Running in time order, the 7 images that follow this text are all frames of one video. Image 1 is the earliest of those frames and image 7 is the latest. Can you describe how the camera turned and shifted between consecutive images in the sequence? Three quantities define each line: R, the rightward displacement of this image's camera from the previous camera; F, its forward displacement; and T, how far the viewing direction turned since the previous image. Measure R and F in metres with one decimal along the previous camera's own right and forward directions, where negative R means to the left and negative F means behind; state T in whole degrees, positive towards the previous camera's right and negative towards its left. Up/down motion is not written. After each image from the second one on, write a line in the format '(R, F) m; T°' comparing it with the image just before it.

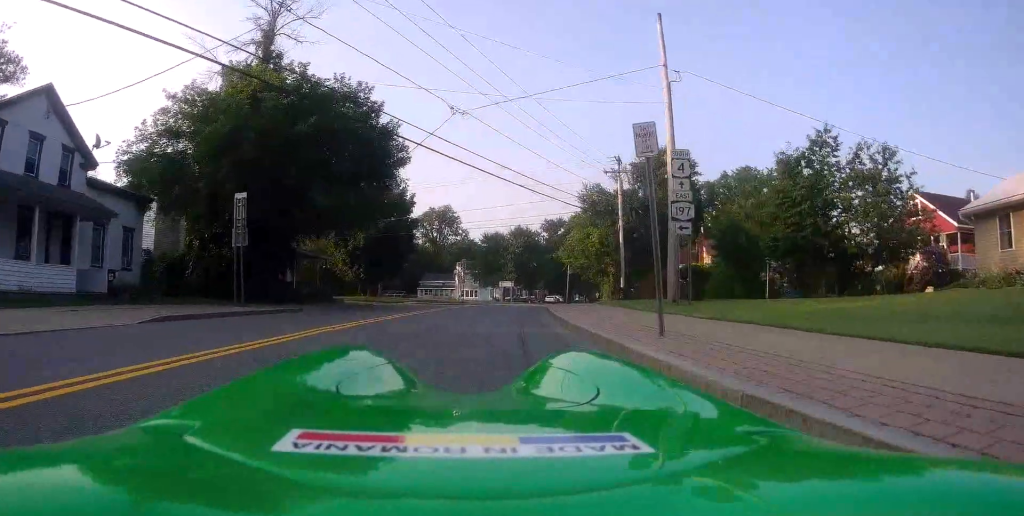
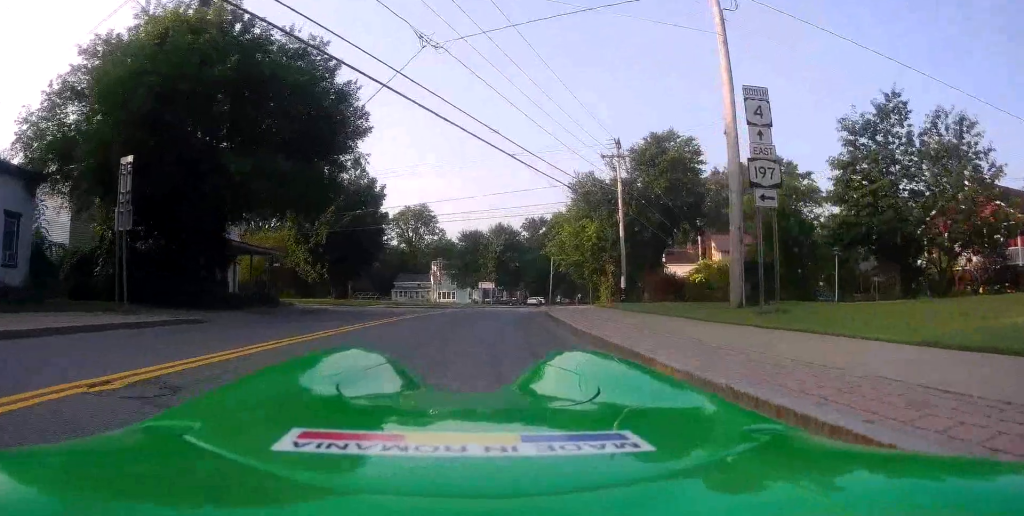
(+0.2, +6.7) m; +2°
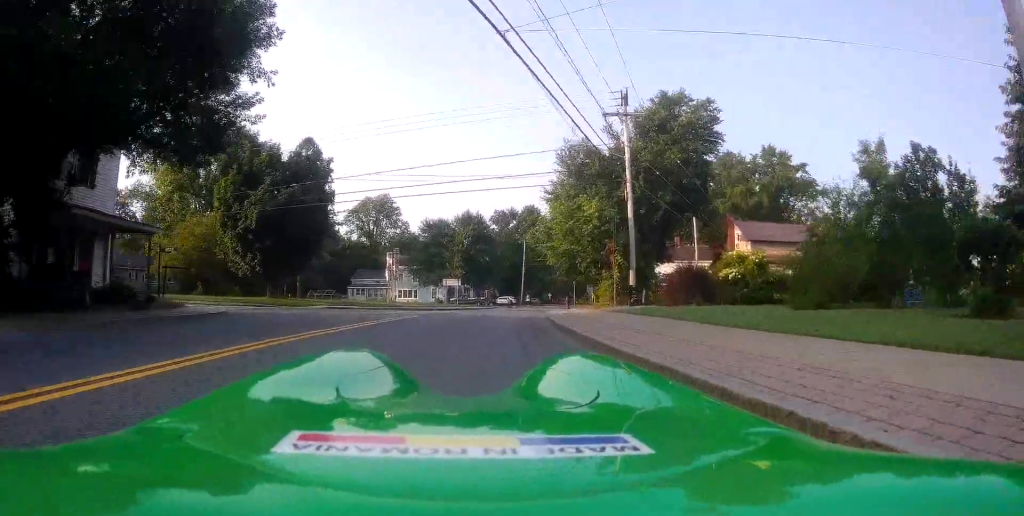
(+0.1, +9.5) m; +3°
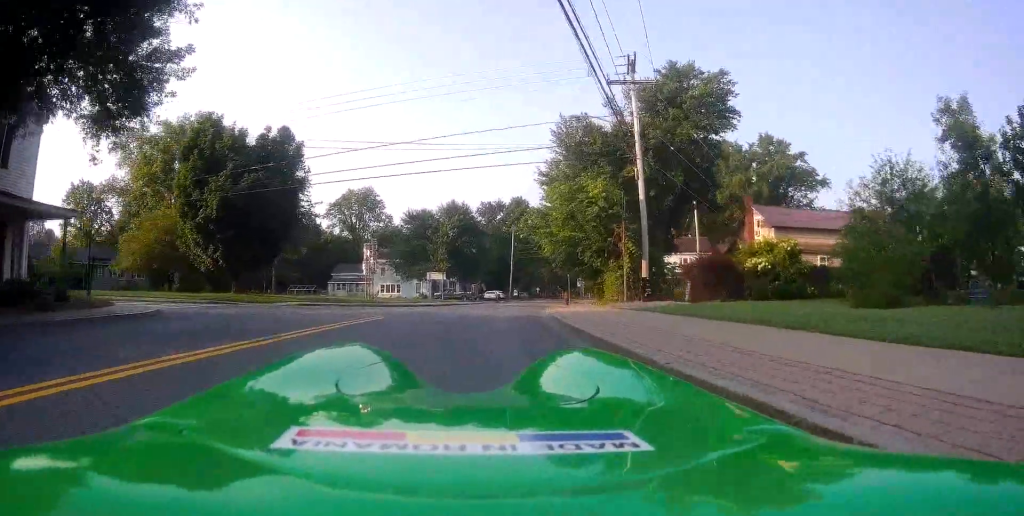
(0.0, +4.5) m; +2°
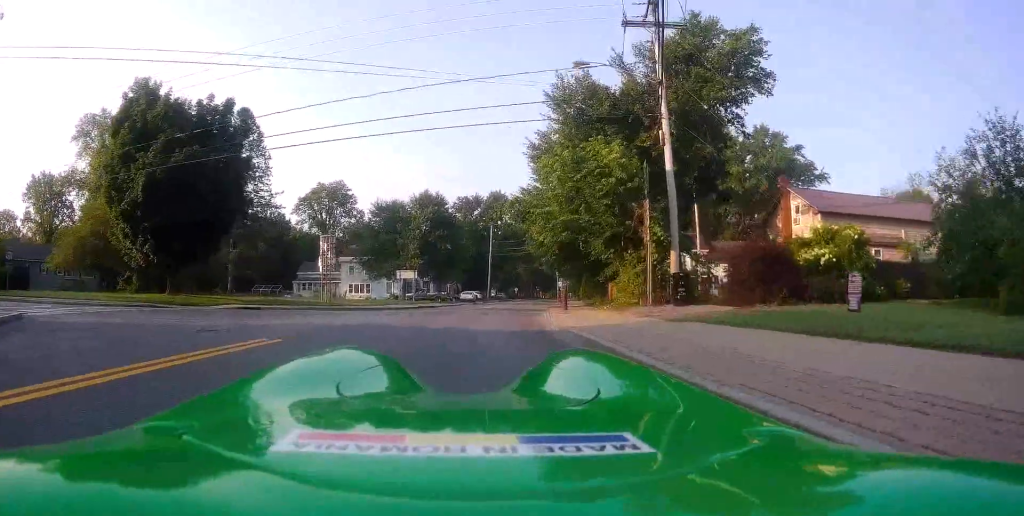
(+0.3, +6.6) m; +3°
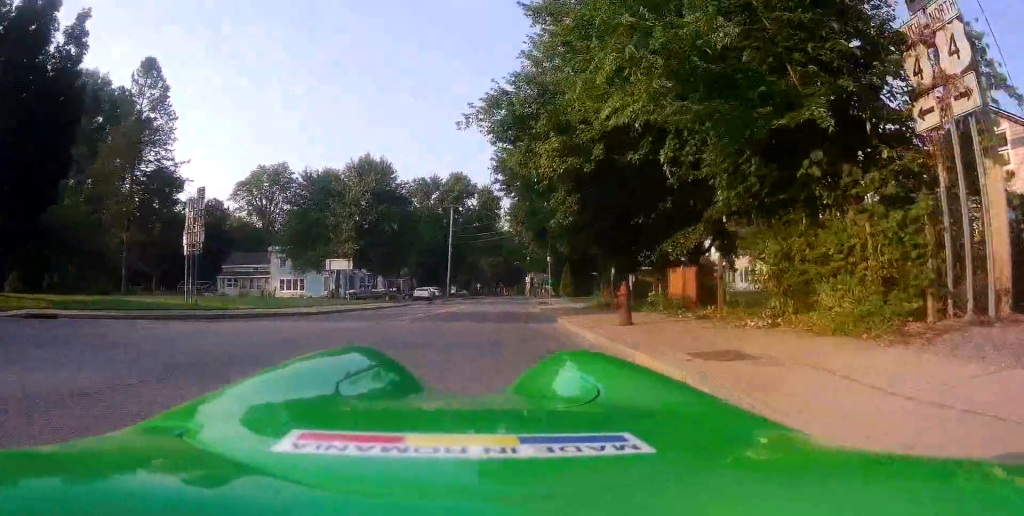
(+0.4, +14.2) m; +3°
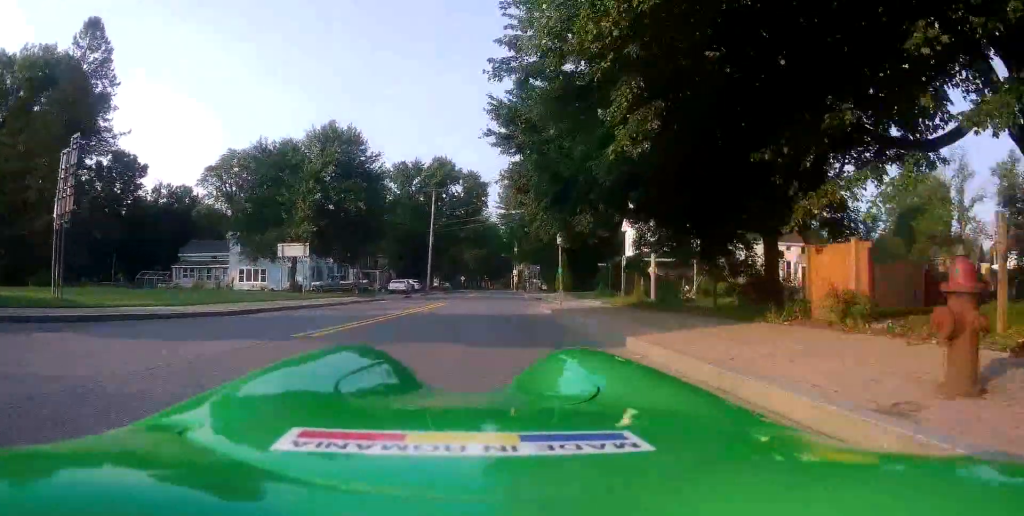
(+0.1, +7.8) m; +1°
